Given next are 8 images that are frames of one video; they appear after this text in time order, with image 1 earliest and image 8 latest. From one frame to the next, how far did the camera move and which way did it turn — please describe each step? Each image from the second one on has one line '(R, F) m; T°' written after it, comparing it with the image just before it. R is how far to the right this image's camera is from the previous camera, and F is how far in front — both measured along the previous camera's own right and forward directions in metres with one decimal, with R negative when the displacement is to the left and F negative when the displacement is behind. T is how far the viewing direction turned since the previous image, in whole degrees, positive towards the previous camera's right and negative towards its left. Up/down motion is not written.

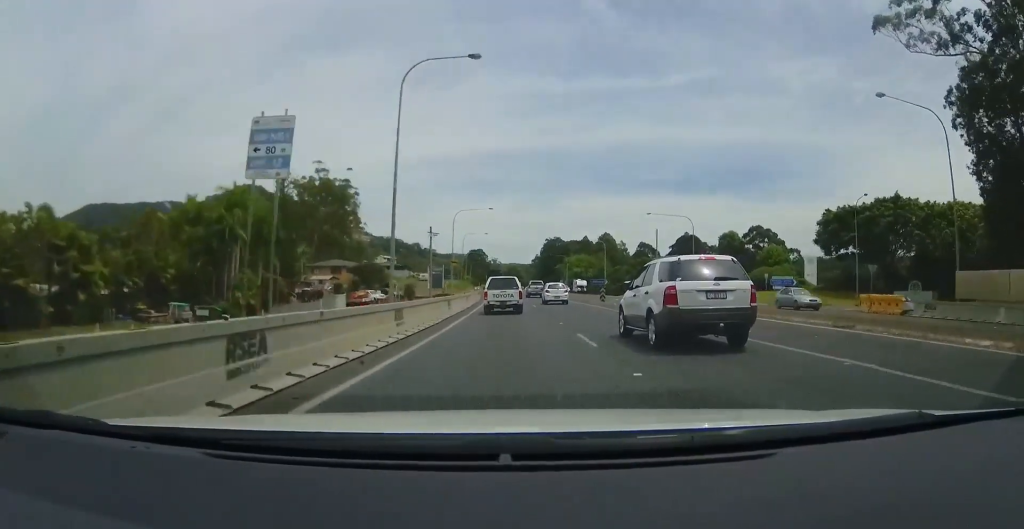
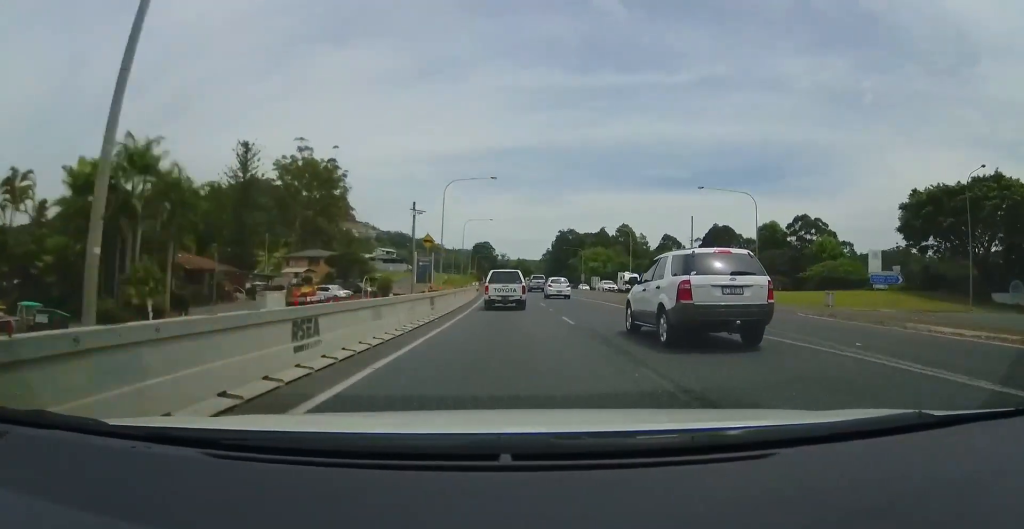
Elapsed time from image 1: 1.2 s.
(-0.5, +19.0) m; -2°
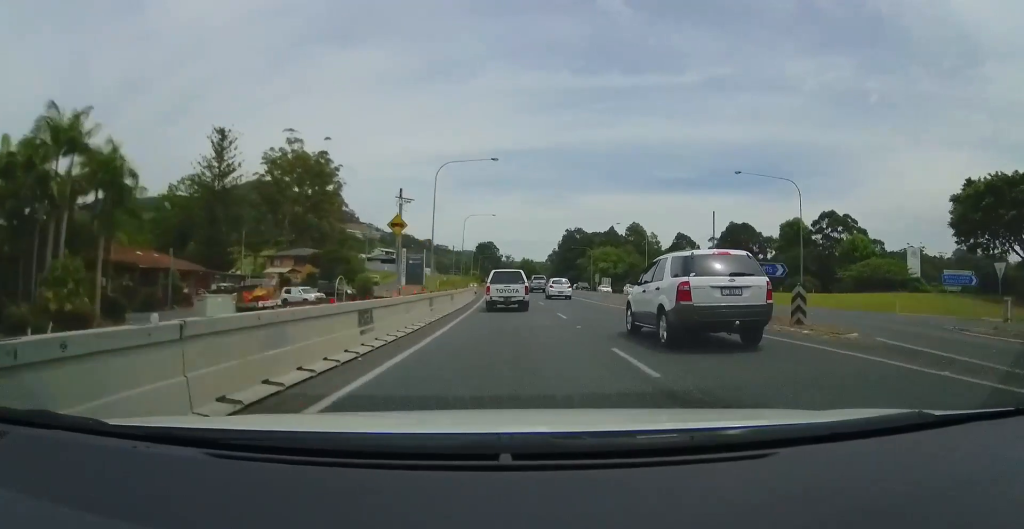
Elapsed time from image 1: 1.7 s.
(-0.1, +8.5) m; 0°
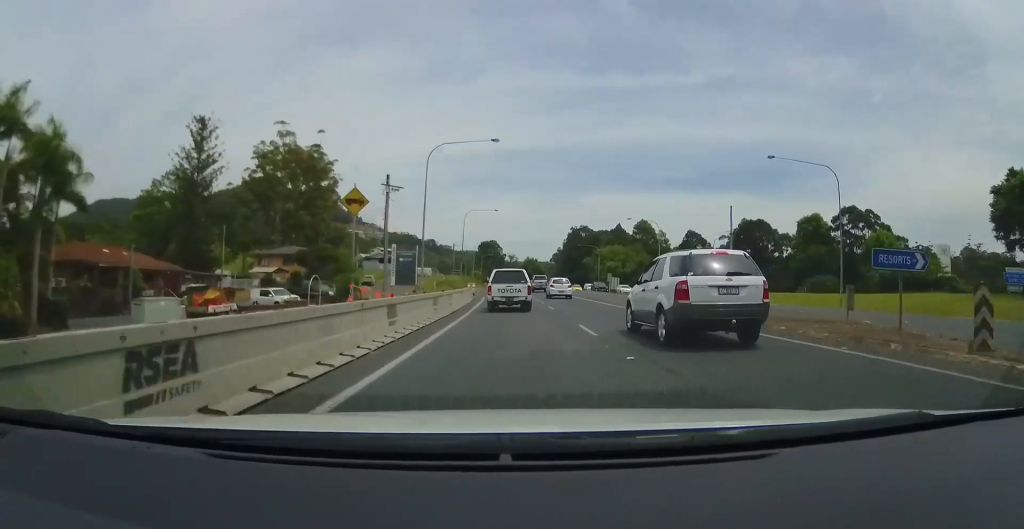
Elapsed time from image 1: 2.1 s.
(0.0, +6.4) m; 0°
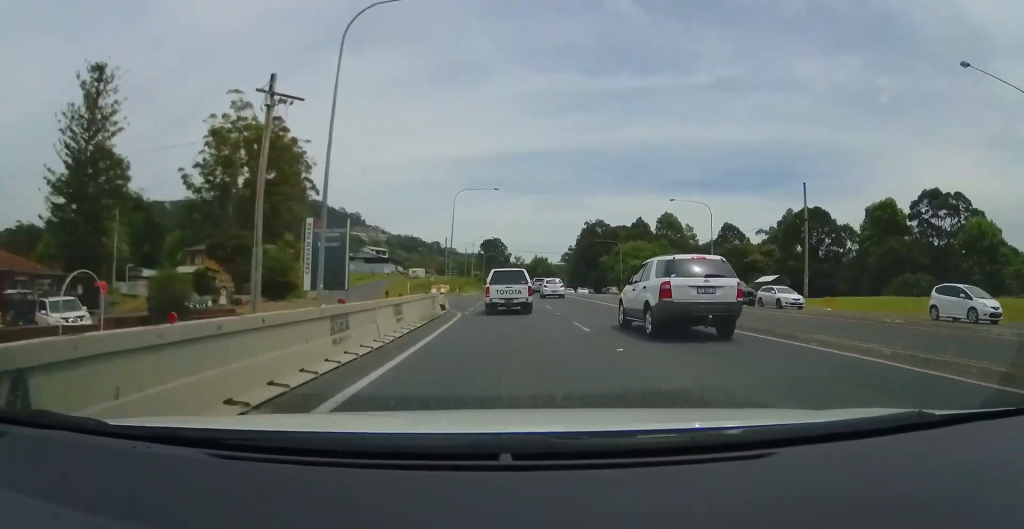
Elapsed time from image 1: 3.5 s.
(0.0, +22.6) m; -1°
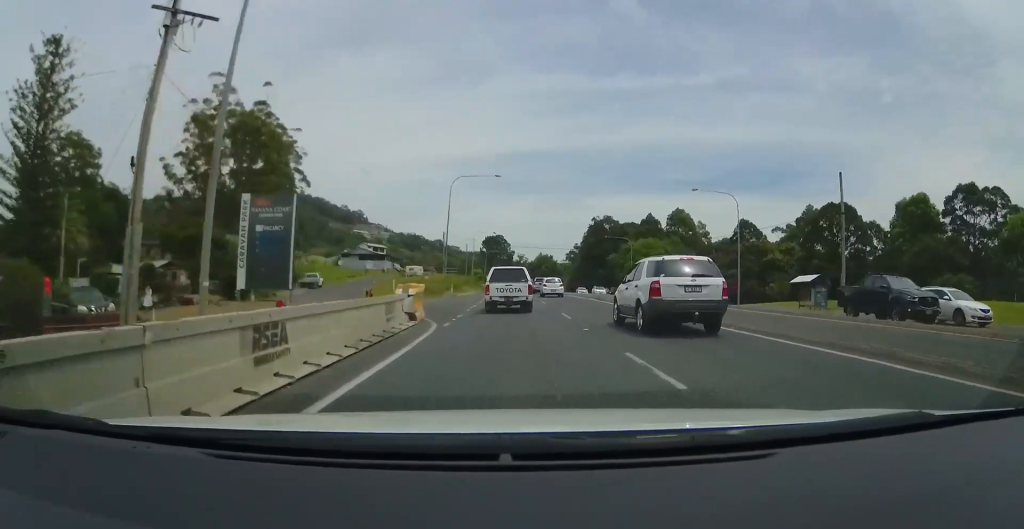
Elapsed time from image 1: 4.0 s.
(-0.2, +7.8) m; +1°
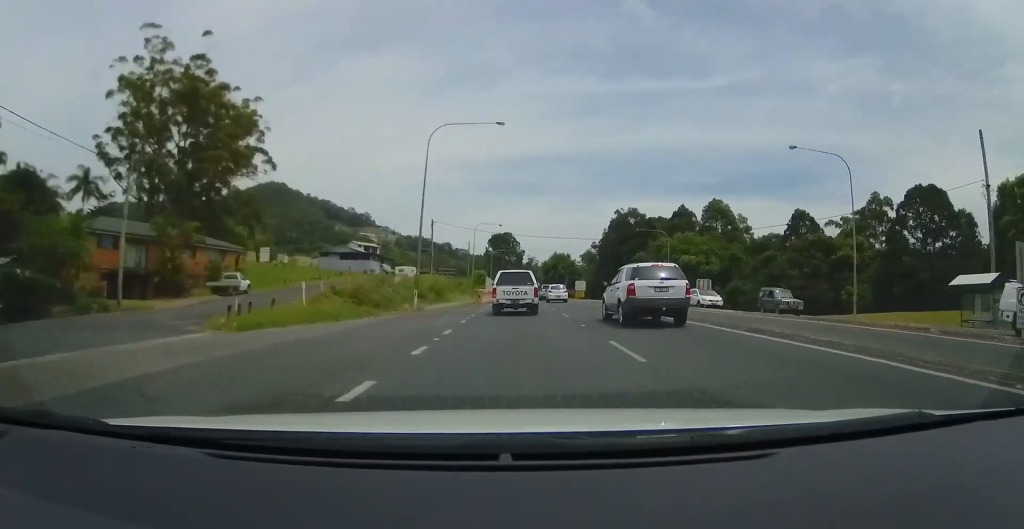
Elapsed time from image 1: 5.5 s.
(+0.6, +21.1) m; +2°
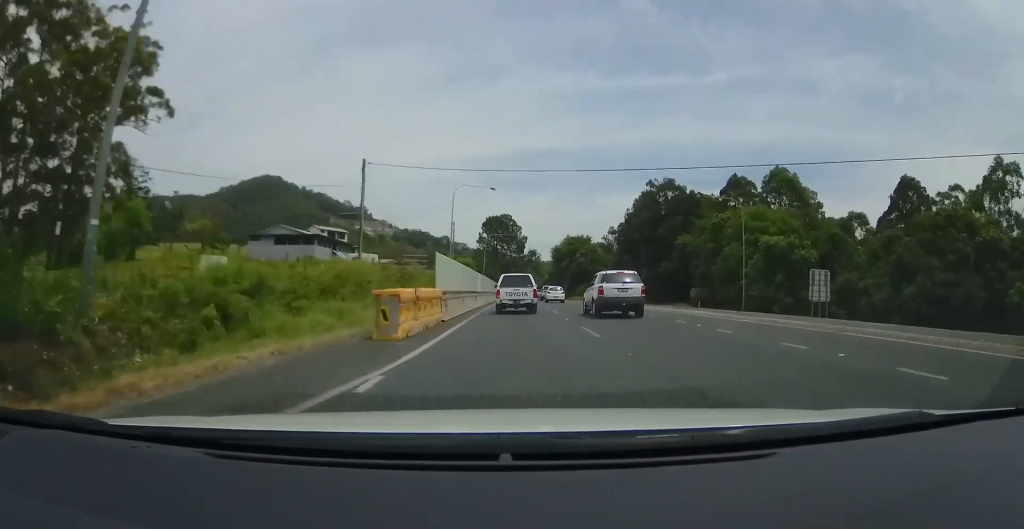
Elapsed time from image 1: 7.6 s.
(-1.4, +29.4) m; -4°
